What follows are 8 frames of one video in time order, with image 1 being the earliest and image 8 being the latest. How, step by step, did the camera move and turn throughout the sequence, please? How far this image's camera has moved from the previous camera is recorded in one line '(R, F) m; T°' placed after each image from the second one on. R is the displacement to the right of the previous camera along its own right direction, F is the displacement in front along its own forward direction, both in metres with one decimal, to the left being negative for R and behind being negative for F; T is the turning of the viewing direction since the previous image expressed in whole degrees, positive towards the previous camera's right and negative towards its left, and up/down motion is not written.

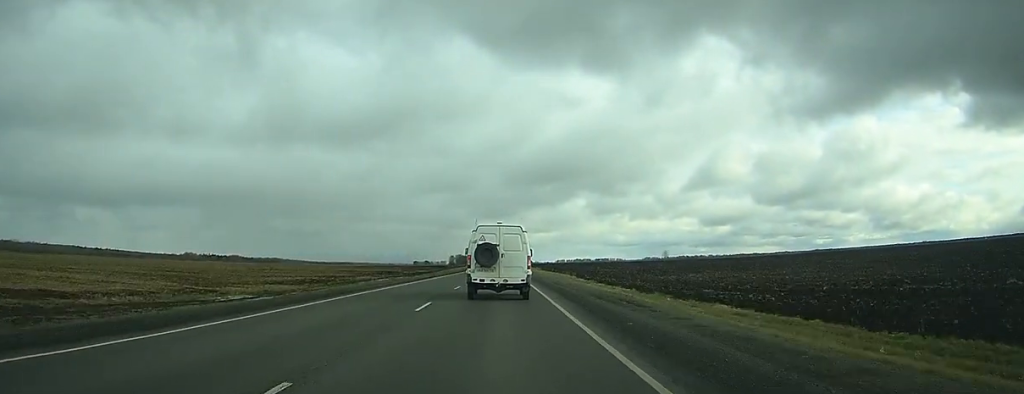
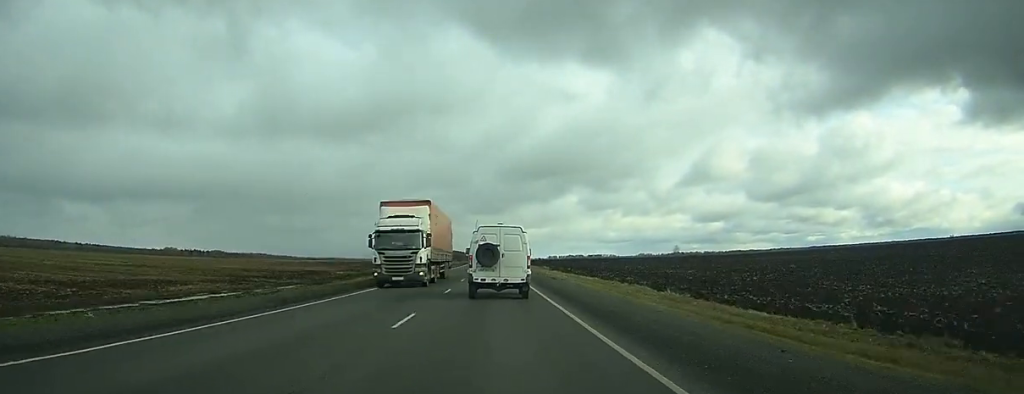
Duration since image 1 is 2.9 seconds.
(-0.8, +65.9) m; 0°
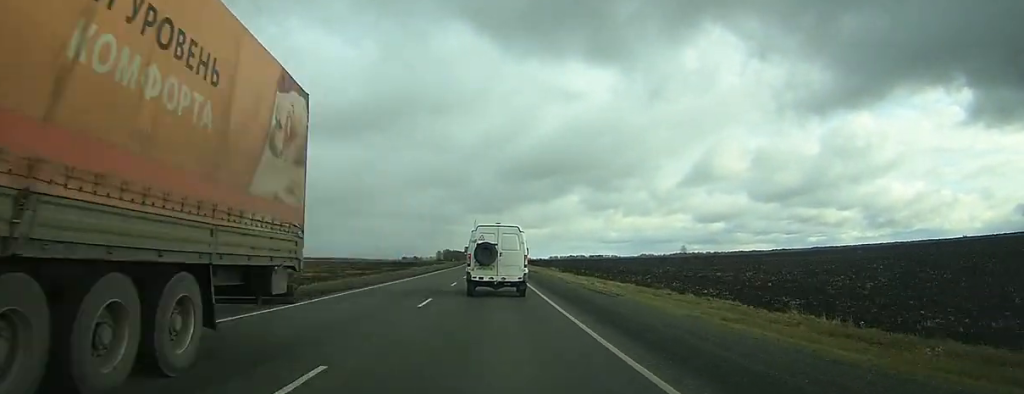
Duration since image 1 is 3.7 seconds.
(+0.2, +19.1) m; 0°
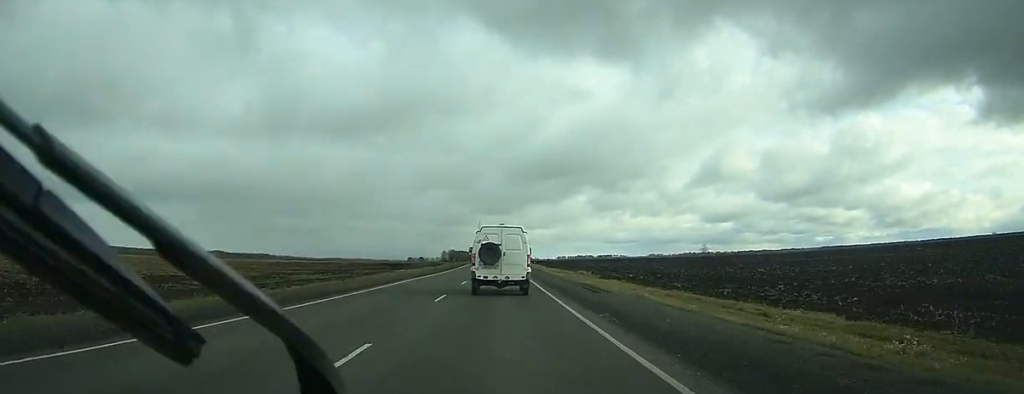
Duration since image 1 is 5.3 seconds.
(+0.2, +33.4) m; 0°
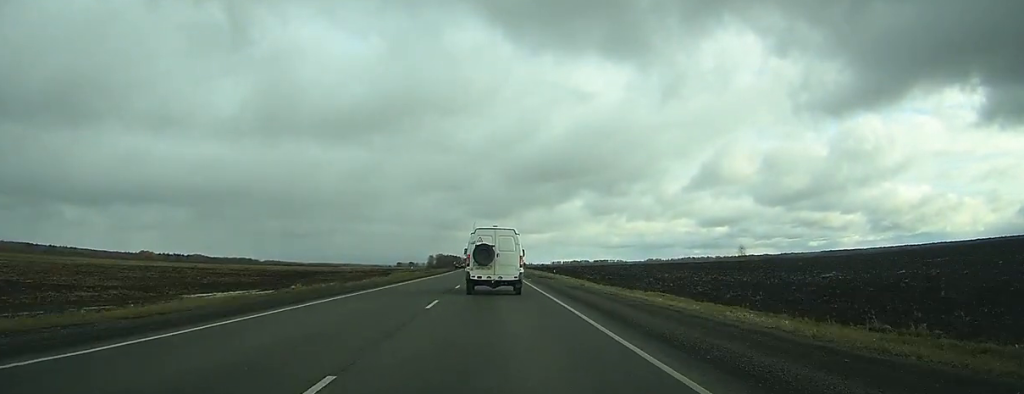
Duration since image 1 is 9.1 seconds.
(+0.2, +82.6) m; +1°
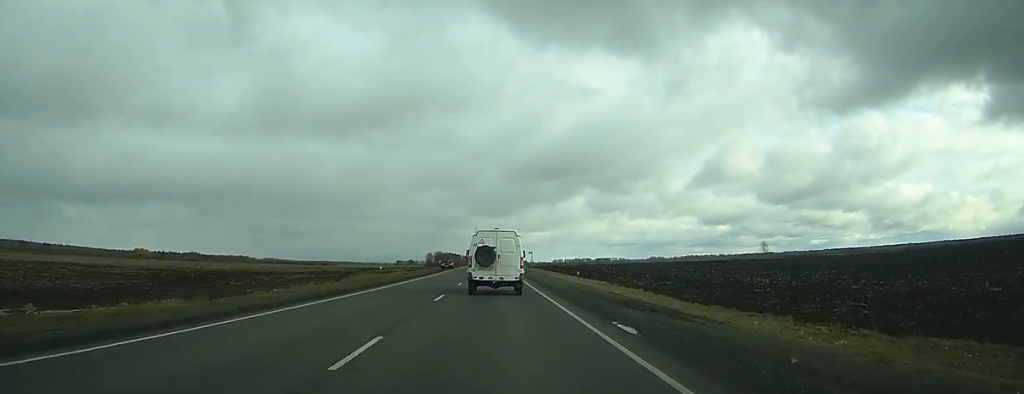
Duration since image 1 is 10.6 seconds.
(+0.1, +33.9) m; 0°
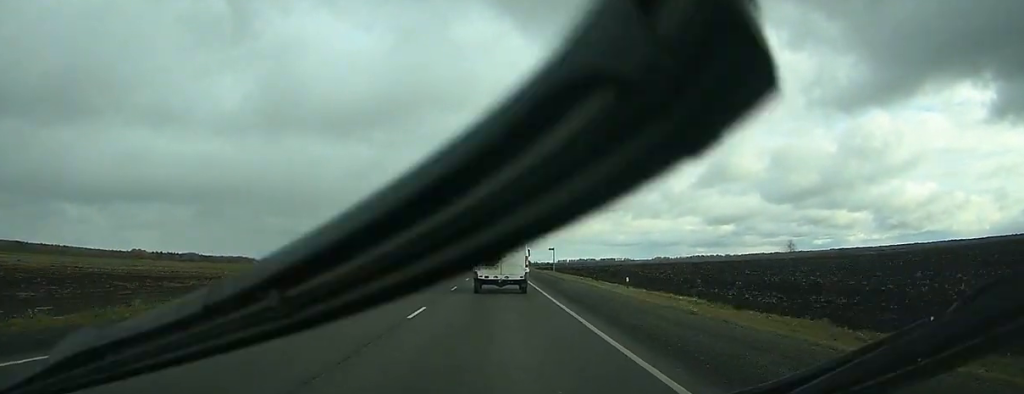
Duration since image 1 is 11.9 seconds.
(0.0, +30.9) m; 0°
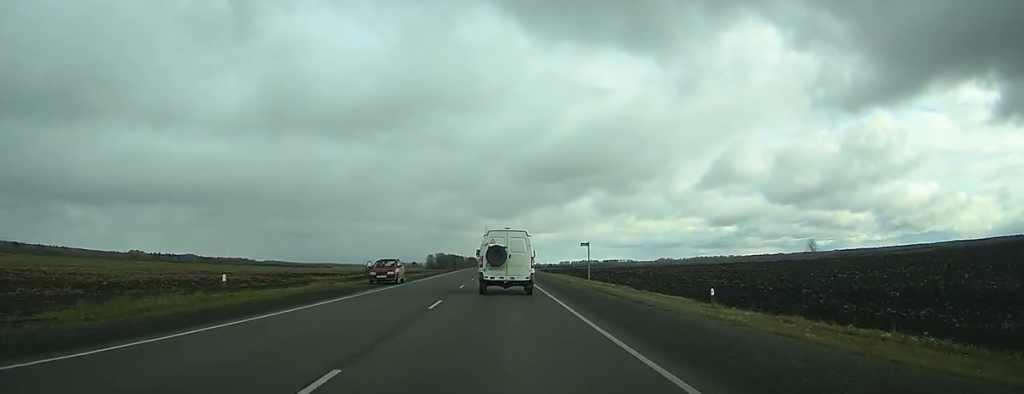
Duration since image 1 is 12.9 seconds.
(0.0, +21.6) m; 0°
